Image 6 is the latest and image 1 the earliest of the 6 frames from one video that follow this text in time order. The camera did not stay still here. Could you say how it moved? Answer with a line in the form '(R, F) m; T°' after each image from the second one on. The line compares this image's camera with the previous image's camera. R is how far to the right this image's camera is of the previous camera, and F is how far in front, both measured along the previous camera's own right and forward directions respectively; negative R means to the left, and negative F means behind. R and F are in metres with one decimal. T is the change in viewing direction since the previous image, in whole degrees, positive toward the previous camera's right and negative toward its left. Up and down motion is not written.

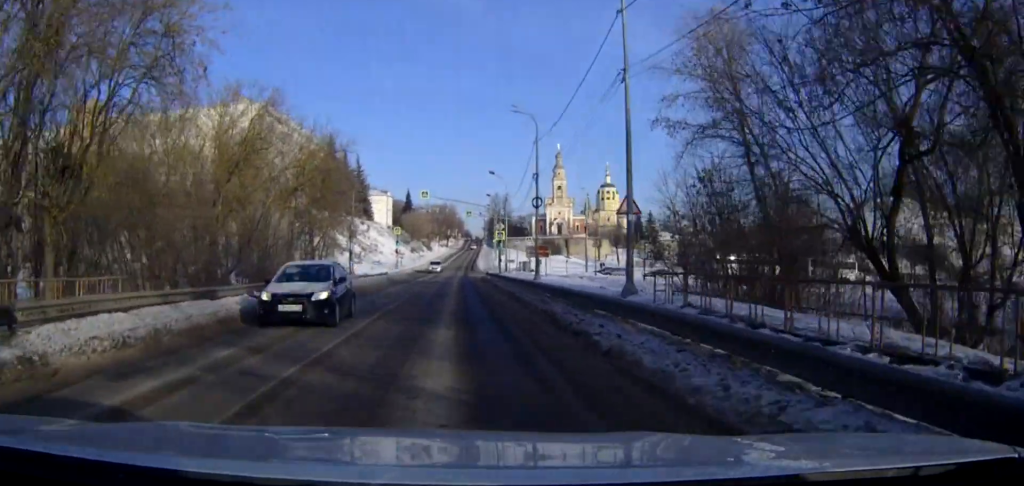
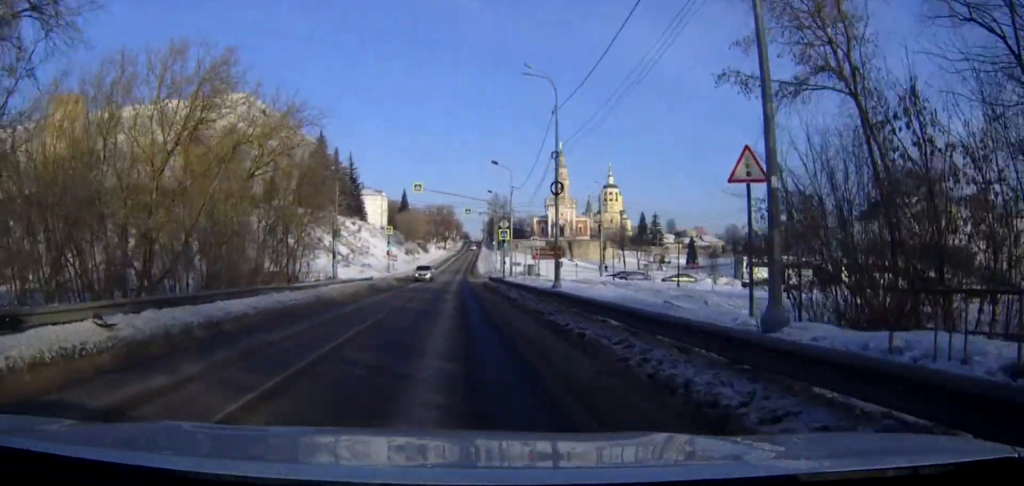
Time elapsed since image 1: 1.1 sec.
(0.0, +10.0) m; 0°
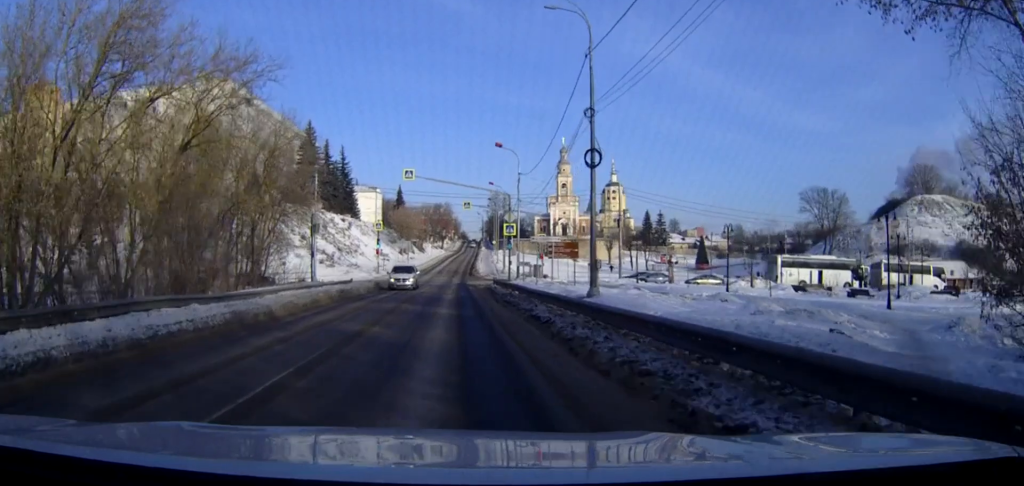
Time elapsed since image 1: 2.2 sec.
(0.0, +9.9) m; 0°
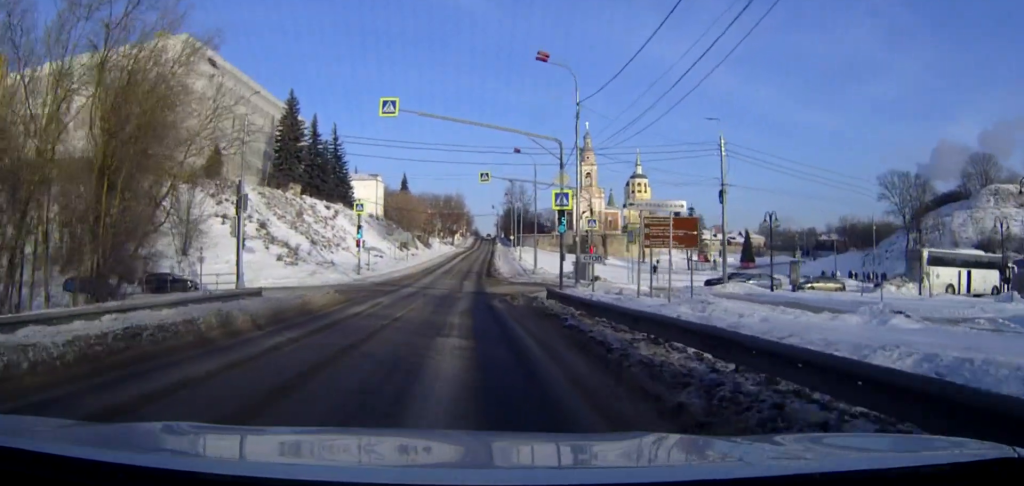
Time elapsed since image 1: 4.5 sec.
(-0.1, +22.9) m; -1°
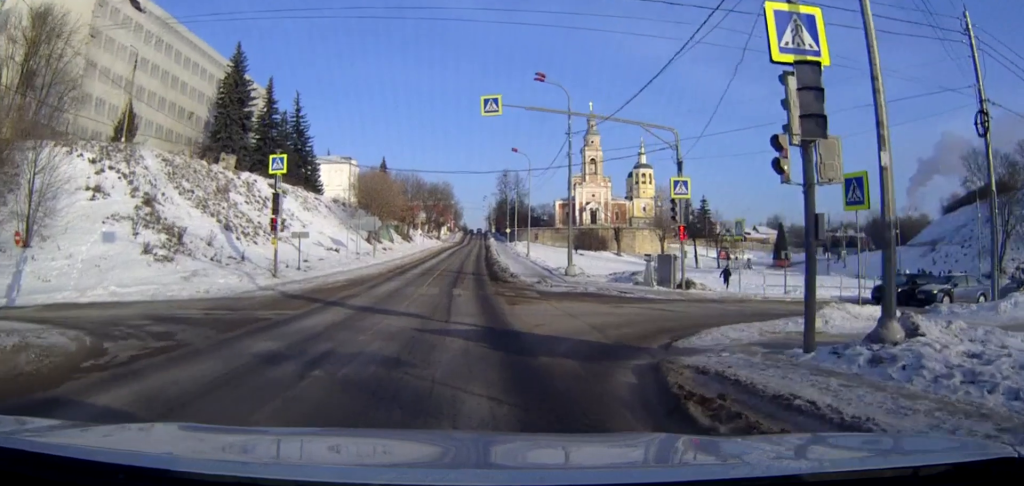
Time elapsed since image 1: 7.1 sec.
(0.0, +26.7) m; +1°
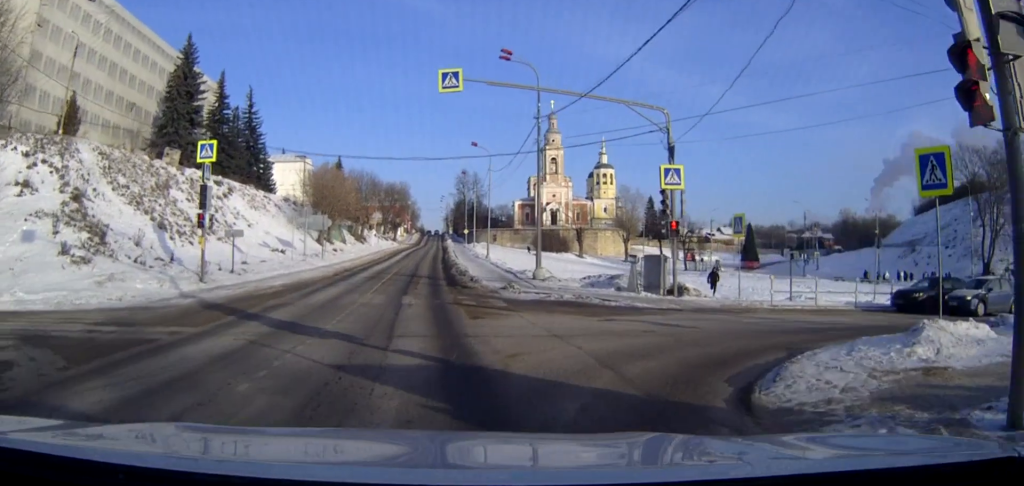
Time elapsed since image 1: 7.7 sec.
(-0.1, +6.0) m; +2°
